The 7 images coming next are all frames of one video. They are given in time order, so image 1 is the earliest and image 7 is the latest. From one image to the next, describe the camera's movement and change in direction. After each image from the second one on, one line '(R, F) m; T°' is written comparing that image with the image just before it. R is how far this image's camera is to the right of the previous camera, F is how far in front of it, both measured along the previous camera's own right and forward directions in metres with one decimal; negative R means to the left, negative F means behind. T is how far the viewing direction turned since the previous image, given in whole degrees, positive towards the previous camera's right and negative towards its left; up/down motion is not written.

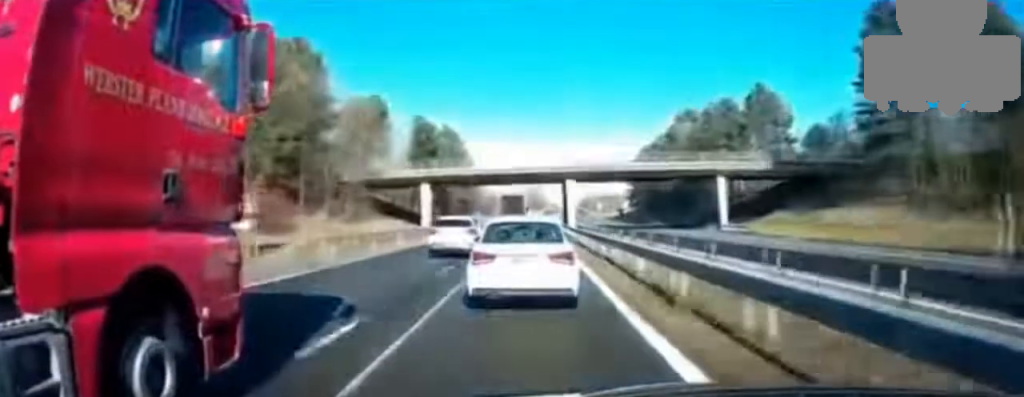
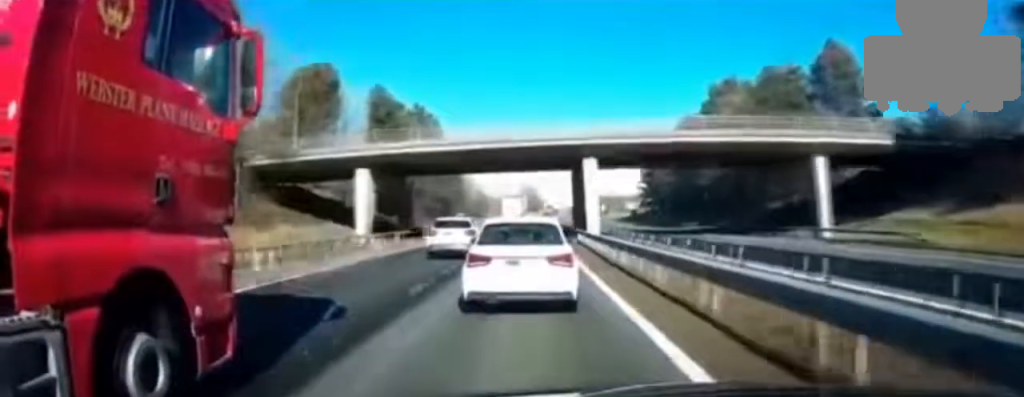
(+0.2, +20.9) m; 0°
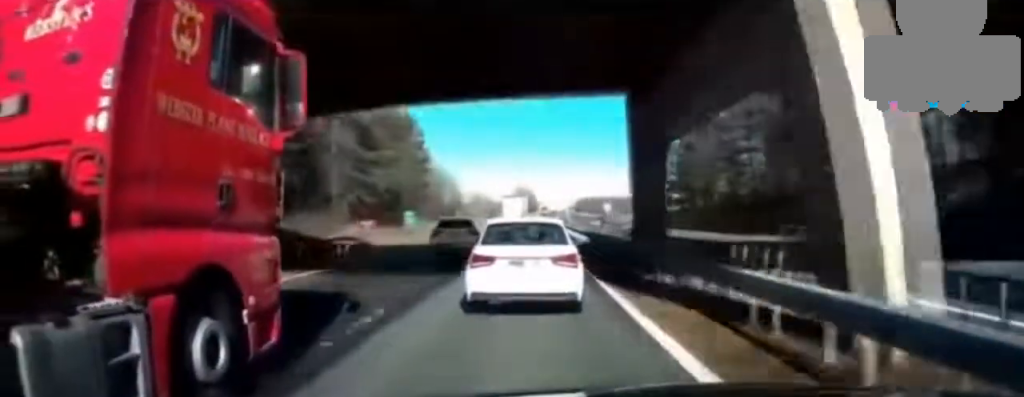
(-0.4, +31.1) m; 0°
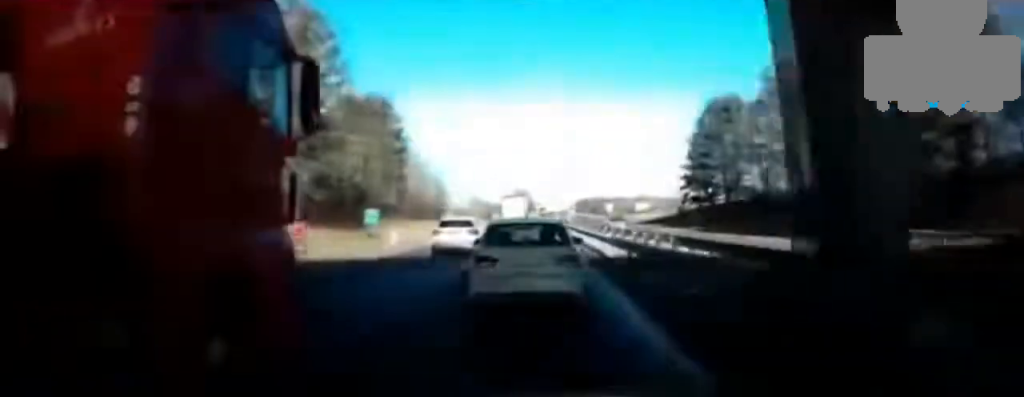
(+0.3, +11.5) m; +1°
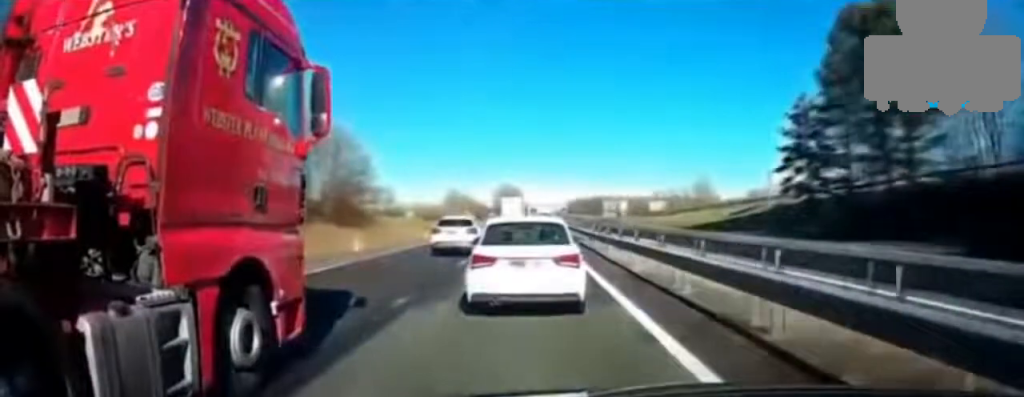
(+1.0, +40.4) m; +2°
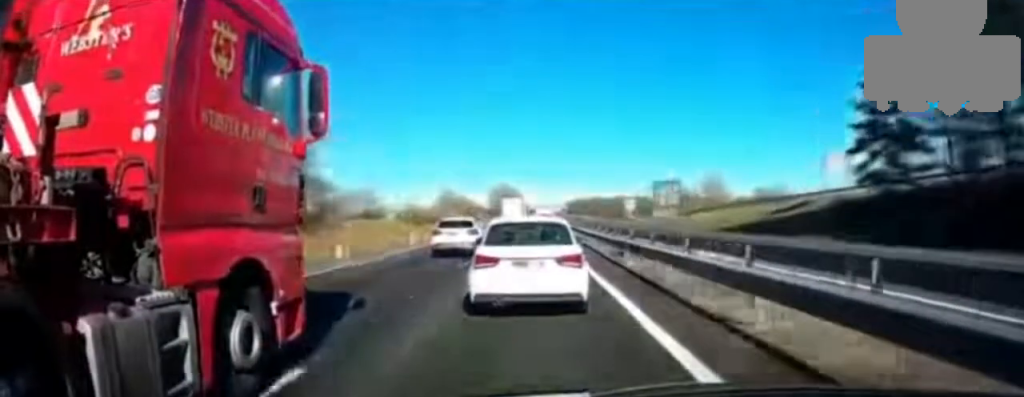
(+0.2, +13.4) m; 0°
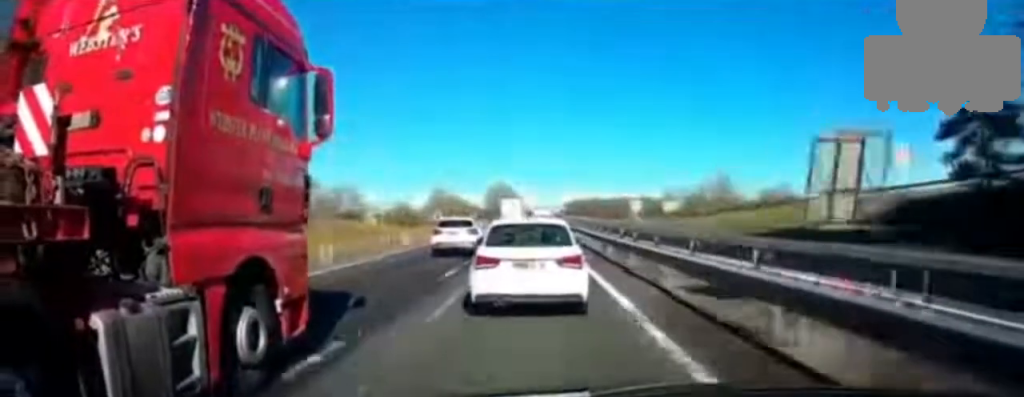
(-0.1, +10.5) m; 0°
